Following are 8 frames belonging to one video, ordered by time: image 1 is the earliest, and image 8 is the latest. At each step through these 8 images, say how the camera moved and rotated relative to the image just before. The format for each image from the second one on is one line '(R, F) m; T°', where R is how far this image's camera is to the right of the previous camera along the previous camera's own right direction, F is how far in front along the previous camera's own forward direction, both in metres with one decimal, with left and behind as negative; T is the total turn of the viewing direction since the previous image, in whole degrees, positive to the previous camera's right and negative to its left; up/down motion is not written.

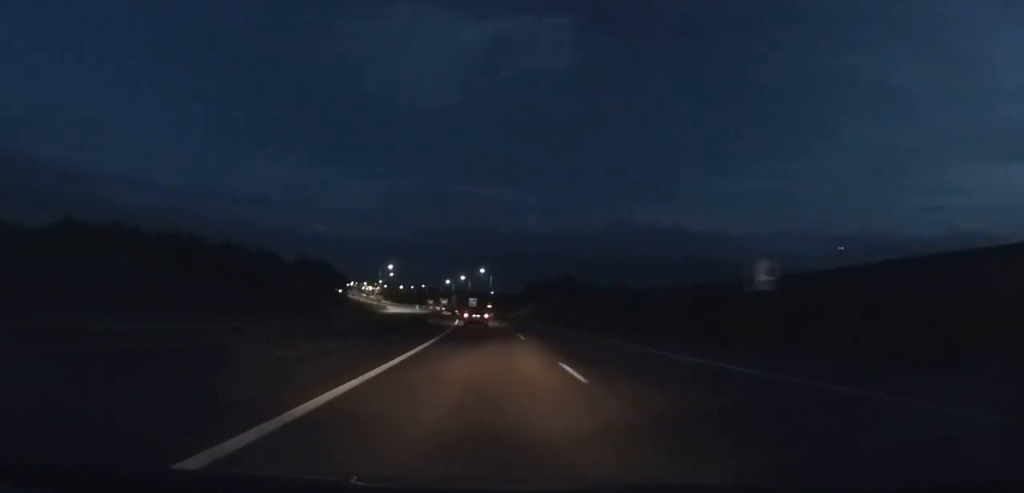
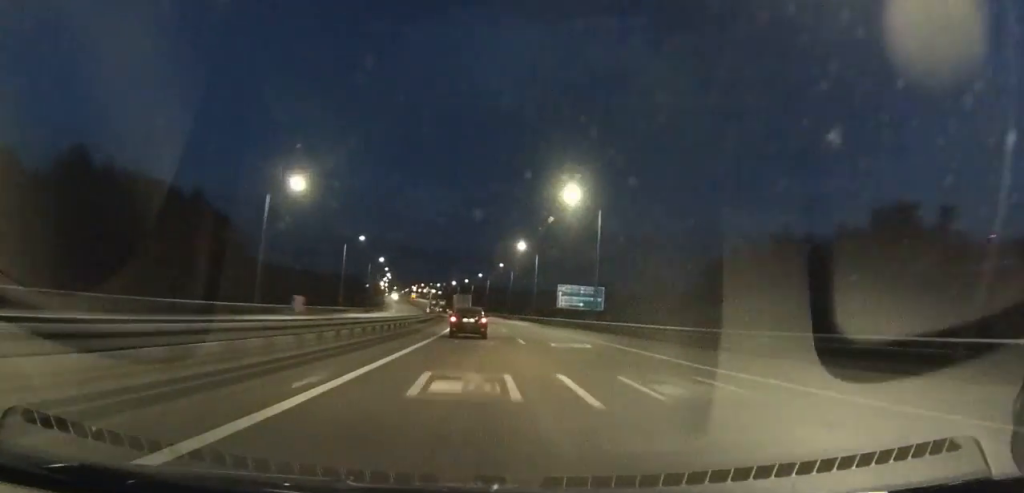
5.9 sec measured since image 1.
(-10.2, +143.9) m; -8°
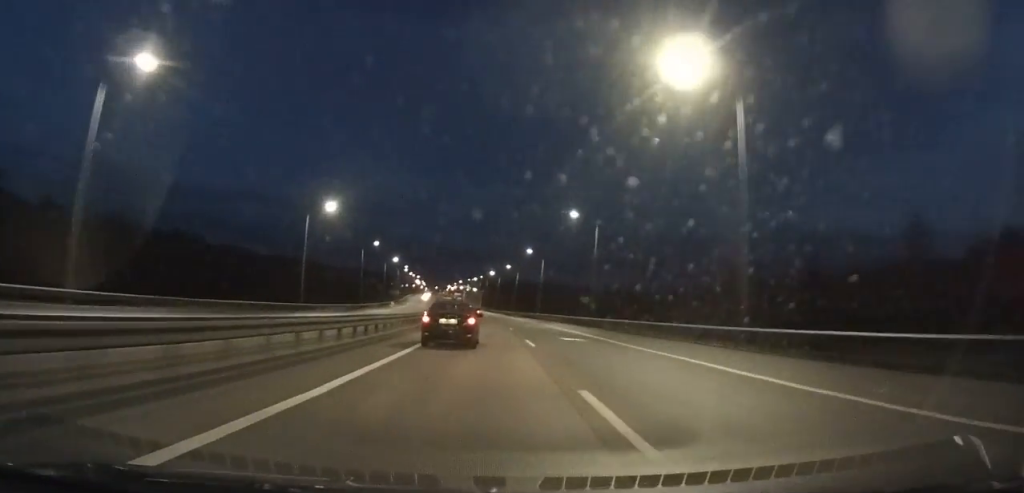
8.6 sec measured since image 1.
(-1.7, +62.5) m; -3°
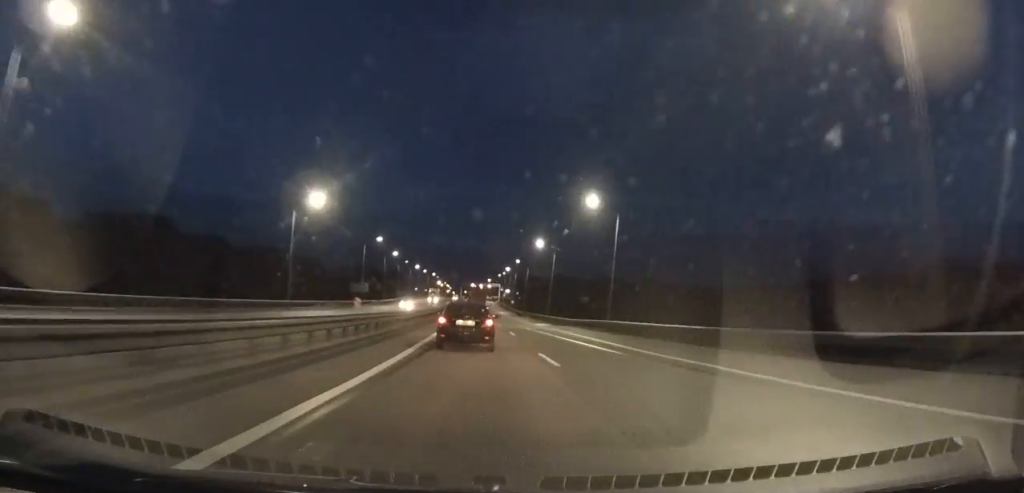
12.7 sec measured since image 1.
(-4.2, +91.3) m; -5°
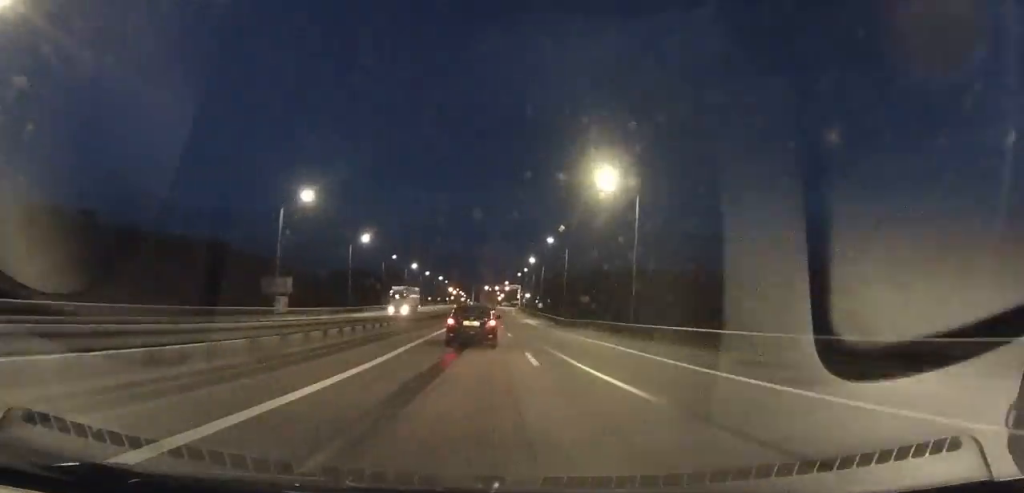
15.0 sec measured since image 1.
(-1.0, +47.9) m; -2°
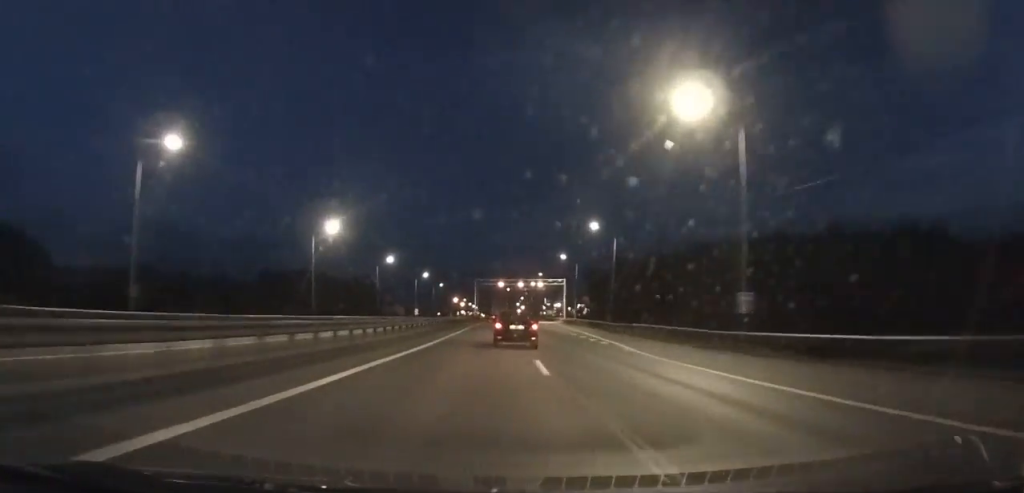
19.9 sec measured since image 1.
(-2.1, +99.1) m; -2°
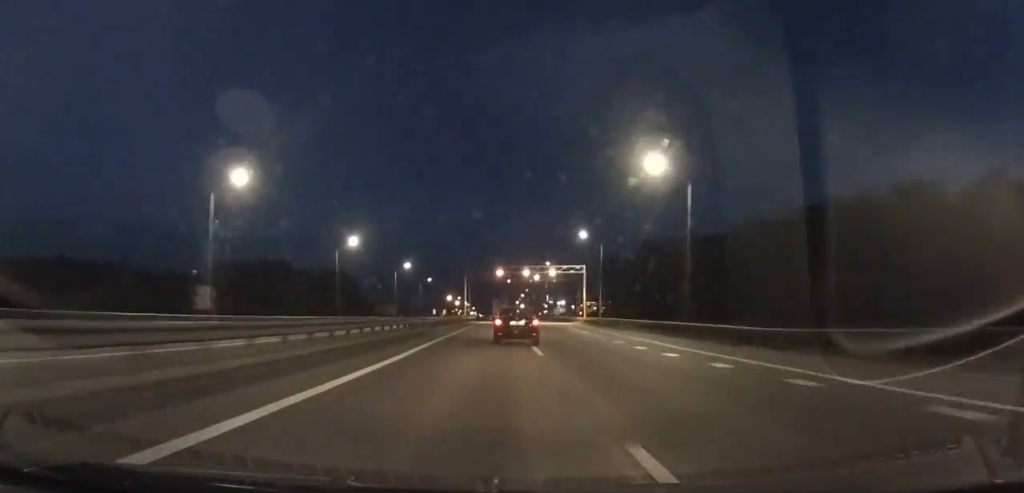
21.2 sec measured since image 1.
(-0.2, +26.5) m; 0°
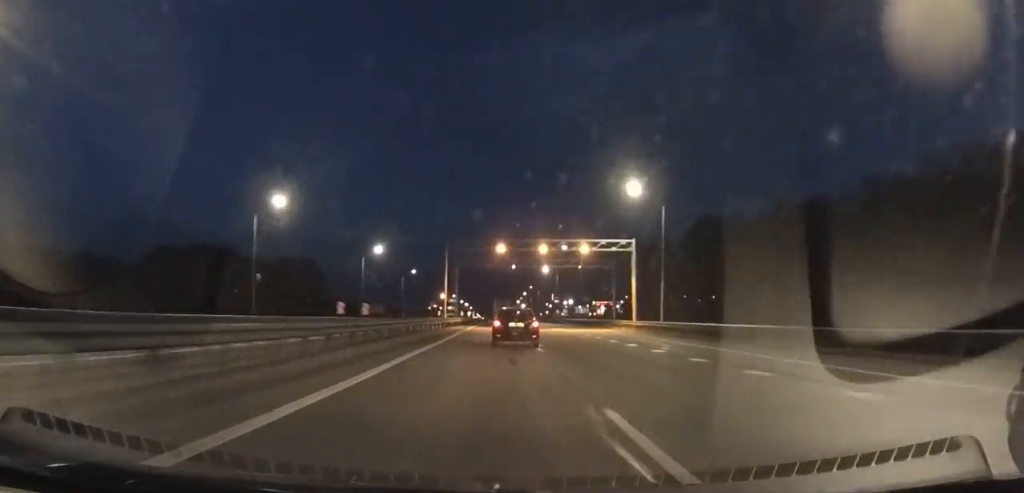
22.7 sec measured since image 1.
(-0.1, +30.4) m; 0°
